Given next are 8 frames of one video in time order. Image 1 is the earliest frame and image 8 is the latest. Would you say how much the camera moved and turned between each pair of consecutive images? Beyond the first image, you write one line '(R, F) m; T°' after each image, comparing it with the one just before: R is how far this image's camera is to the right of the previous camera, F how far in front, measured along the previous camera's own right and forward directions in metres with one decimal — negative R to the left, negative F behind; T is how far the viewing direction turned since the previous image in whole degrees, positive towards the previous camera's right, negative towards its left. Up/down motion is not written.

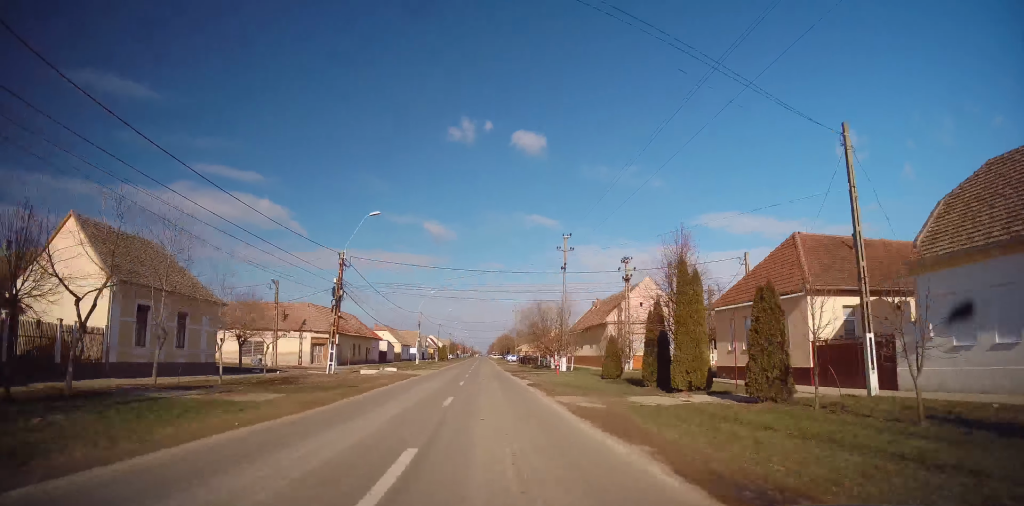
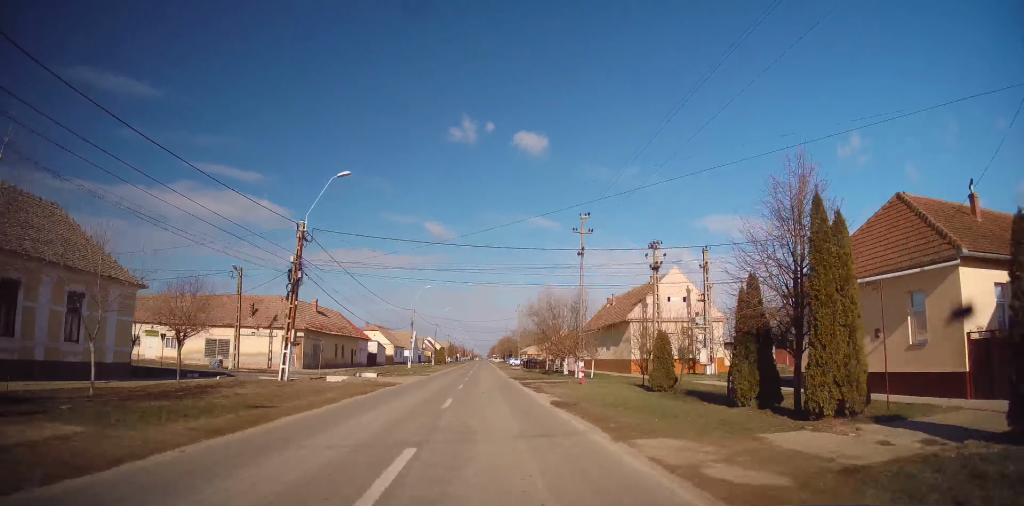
(+0.1, +8.6) m; 0°
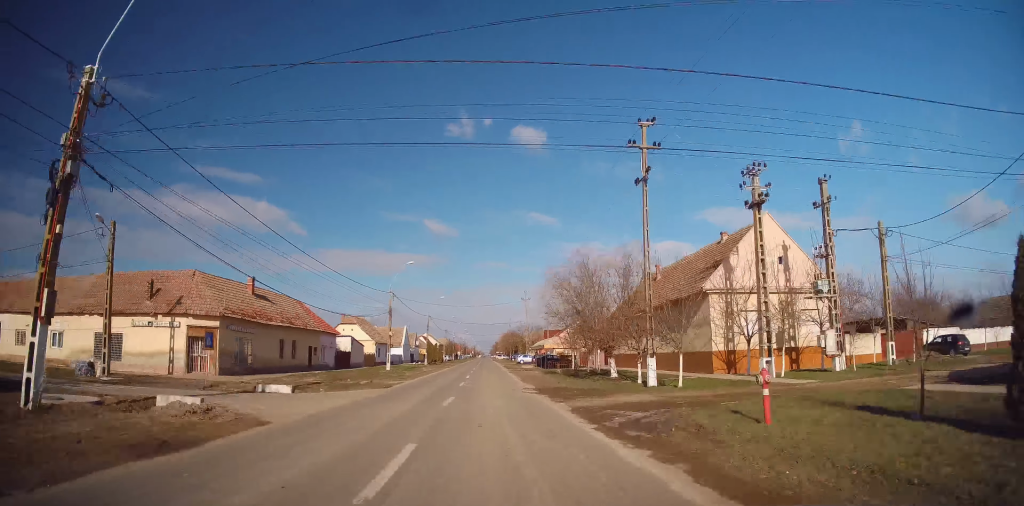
(-0.3, +17.1) m; +1°
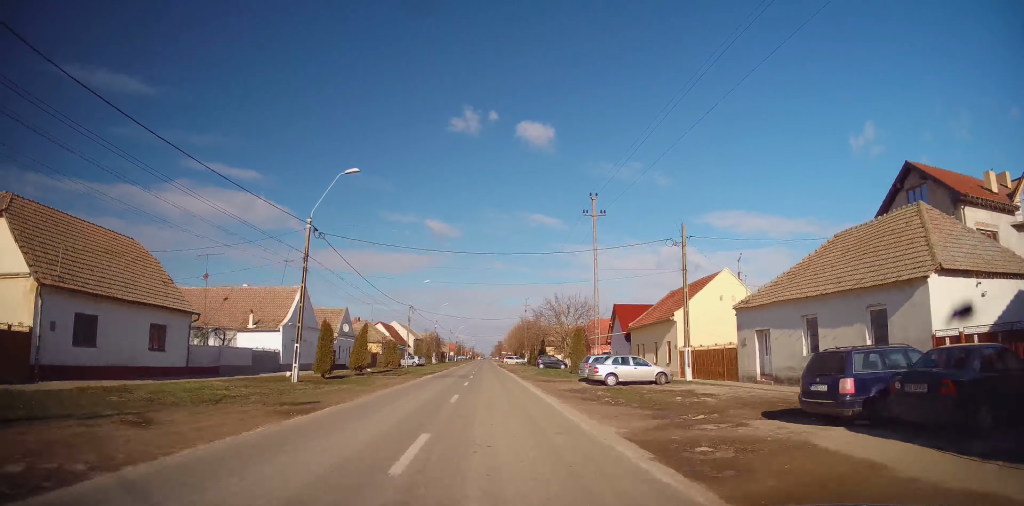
(-0.3, +59.1) m; -1°
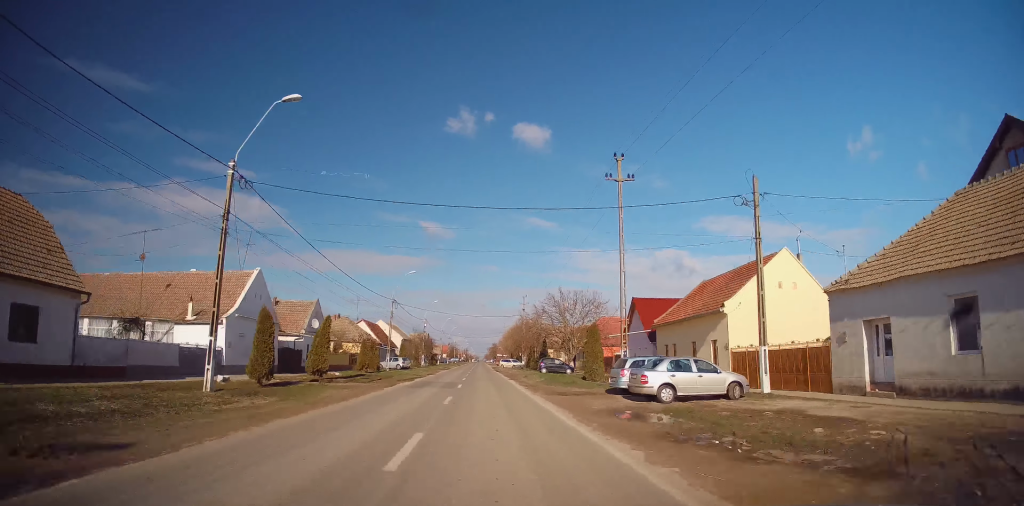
(0.0, +8.4) m; 0°
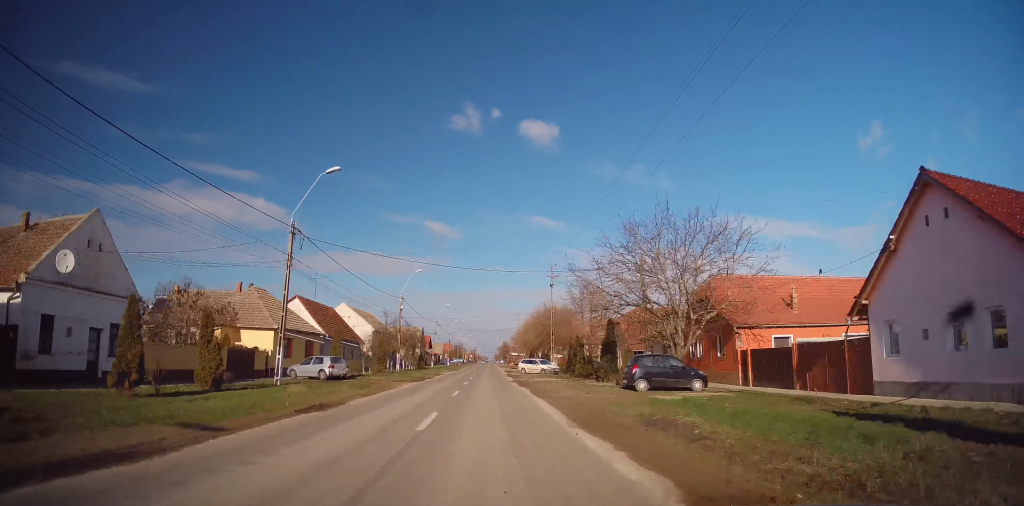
(+0.4, +30.9) m; +1°
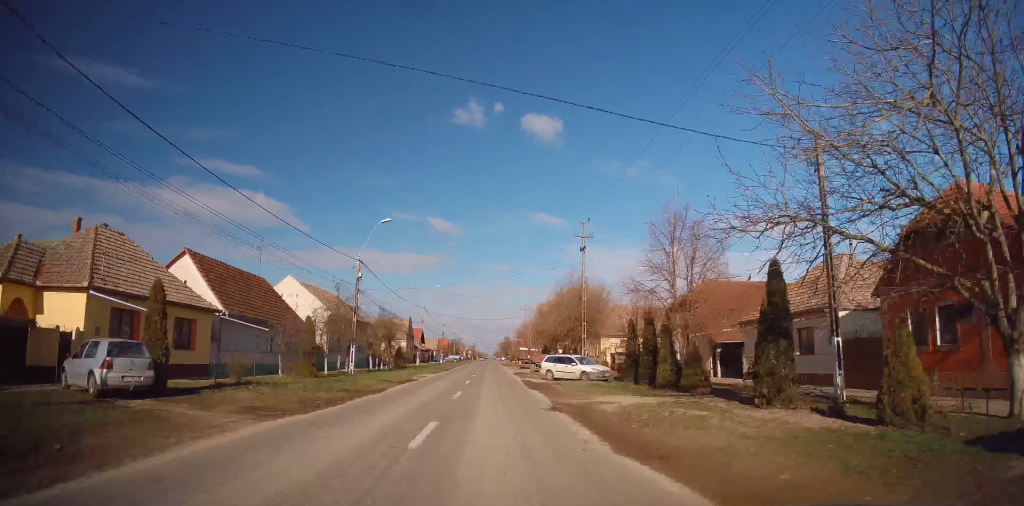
(0.0, +20.0) m; -1°
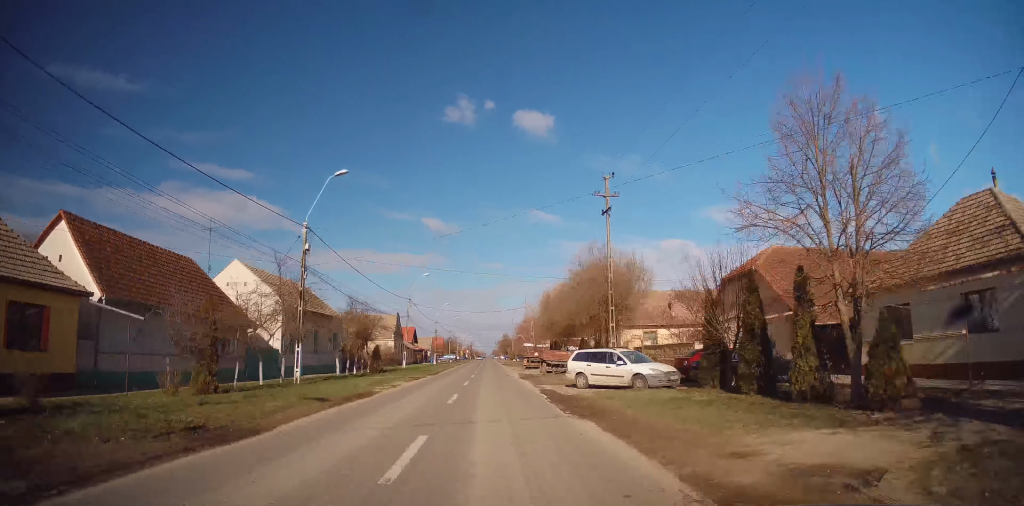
(-0.1, +10.8) m; 0°
